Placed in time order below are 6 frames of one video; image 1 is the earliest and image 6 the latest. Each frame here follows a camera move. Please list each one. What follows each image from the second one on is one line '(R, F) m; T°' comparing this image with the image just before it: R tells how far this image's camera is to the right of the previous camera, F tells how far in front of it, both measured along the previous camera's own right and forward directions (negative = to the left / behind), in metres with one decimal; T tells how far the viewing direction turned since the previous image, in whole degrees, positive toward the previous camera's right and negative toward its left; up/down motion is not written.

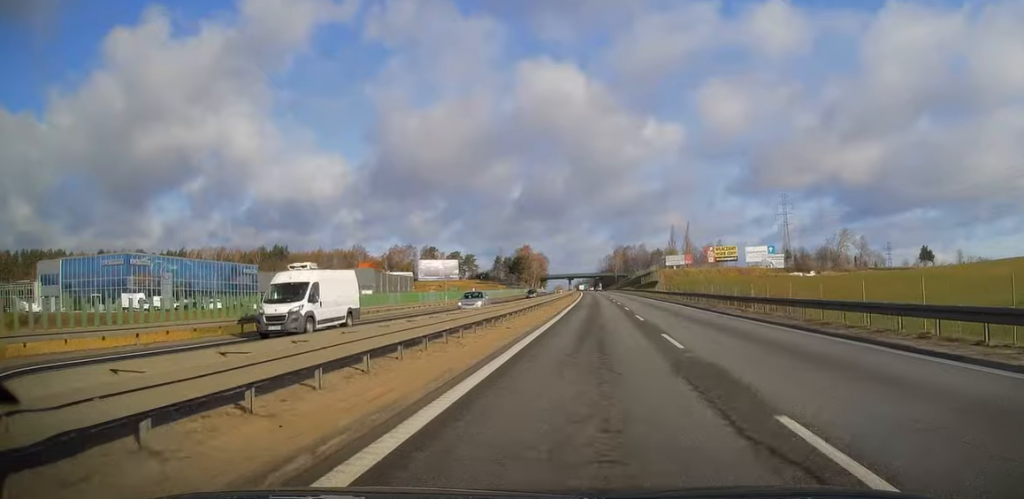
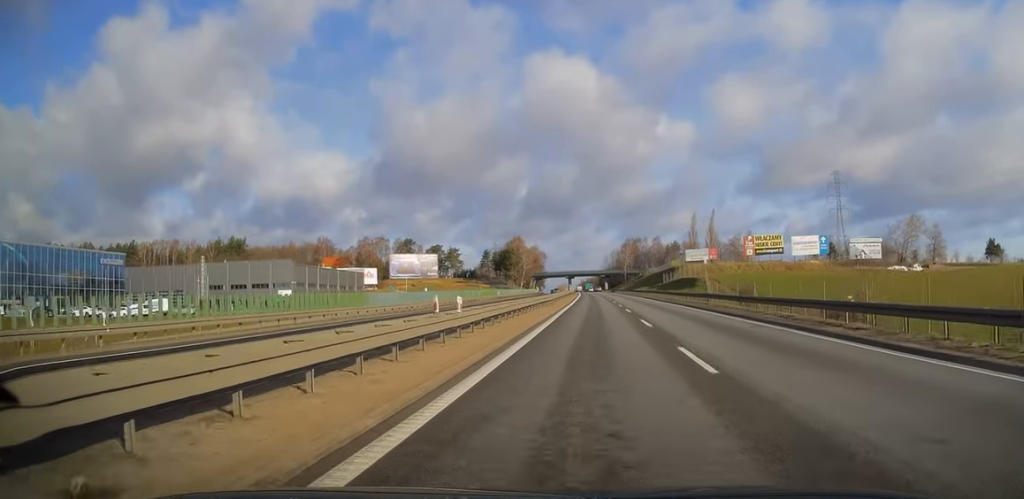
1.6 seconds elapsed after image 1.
(-0.1, +52.2) m; 0°
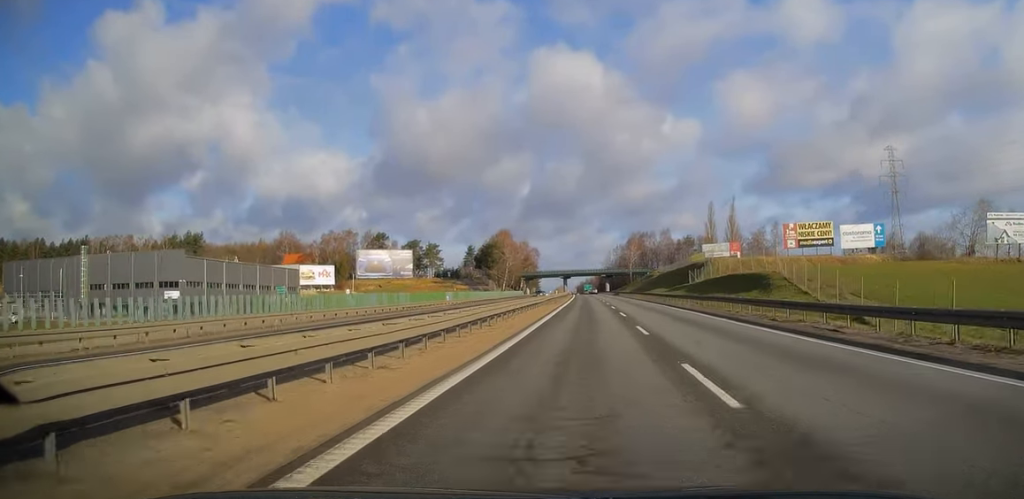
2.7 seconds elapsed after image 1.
(0.0, +38.9) m; 0°
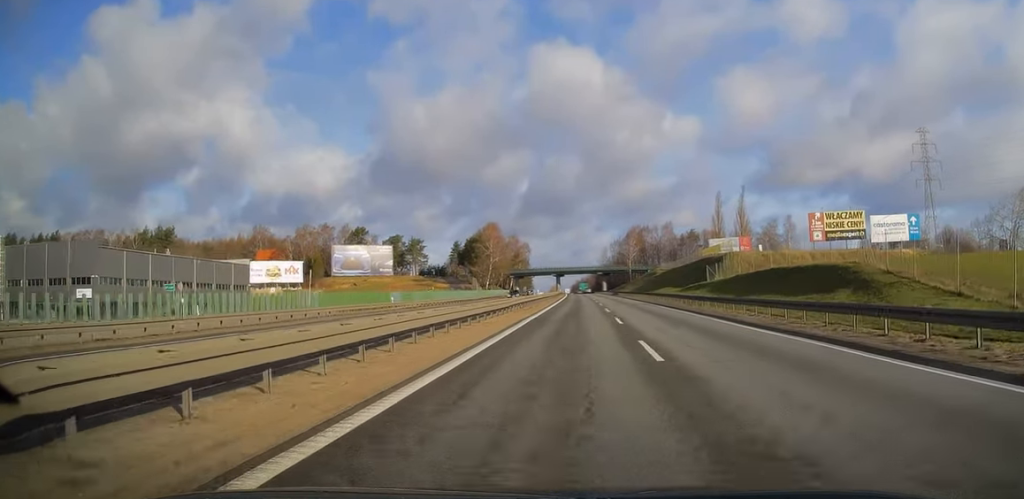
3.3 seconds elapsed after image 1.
(+0.1, +19.4) m; 0°
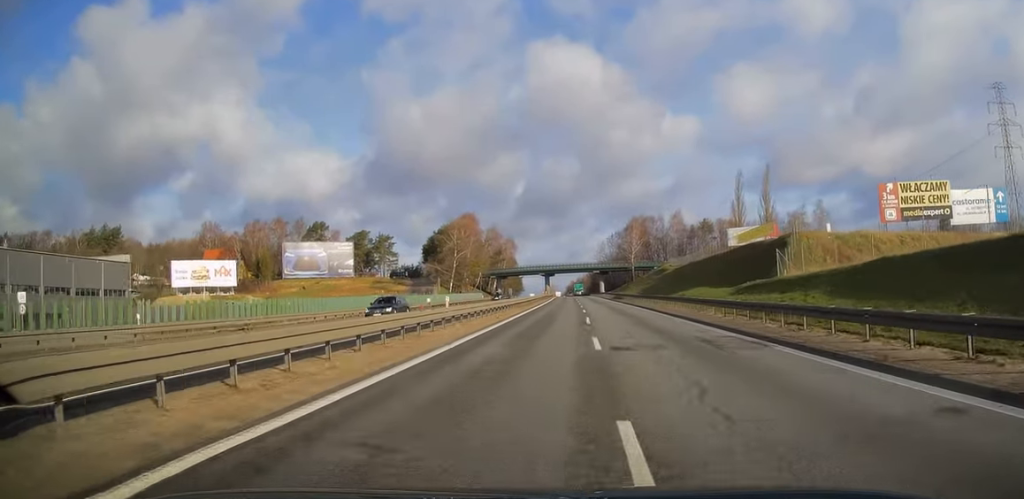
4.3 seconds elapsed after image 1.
(-0.1, +33.3) m; 0°
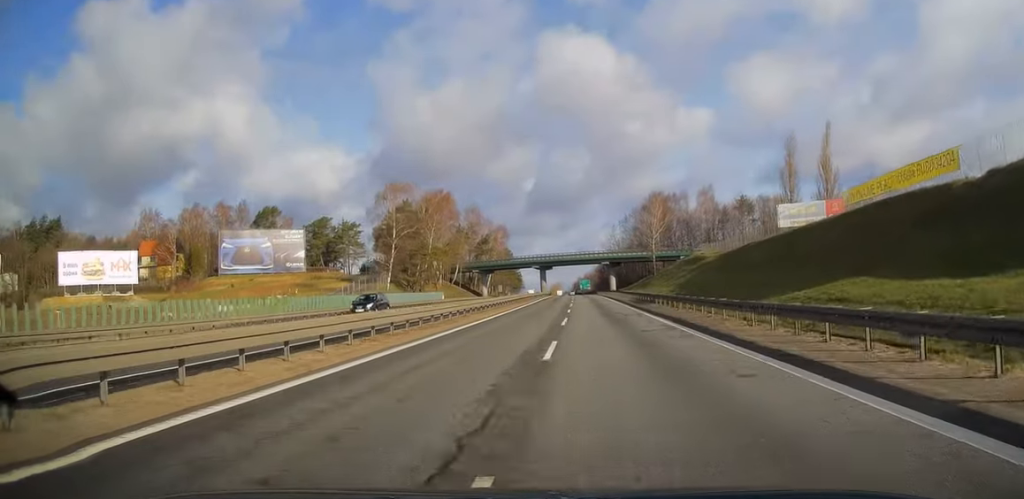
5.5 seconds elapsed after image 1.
(0.0, +38.1) m; 0°
